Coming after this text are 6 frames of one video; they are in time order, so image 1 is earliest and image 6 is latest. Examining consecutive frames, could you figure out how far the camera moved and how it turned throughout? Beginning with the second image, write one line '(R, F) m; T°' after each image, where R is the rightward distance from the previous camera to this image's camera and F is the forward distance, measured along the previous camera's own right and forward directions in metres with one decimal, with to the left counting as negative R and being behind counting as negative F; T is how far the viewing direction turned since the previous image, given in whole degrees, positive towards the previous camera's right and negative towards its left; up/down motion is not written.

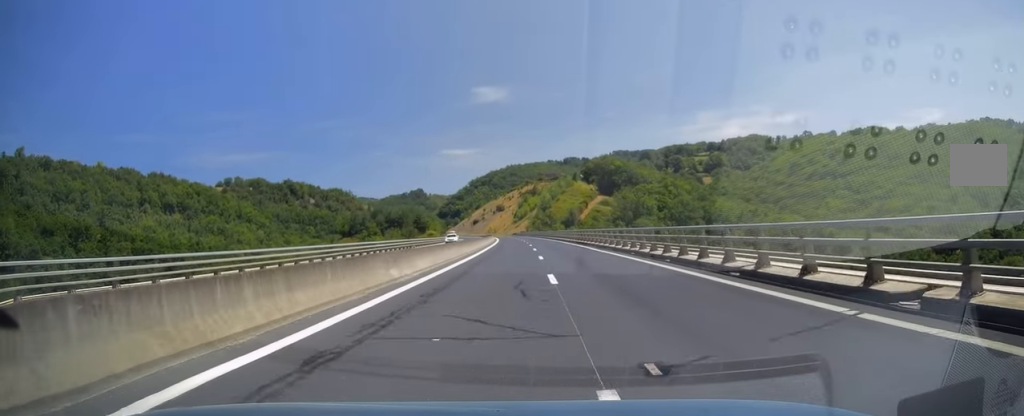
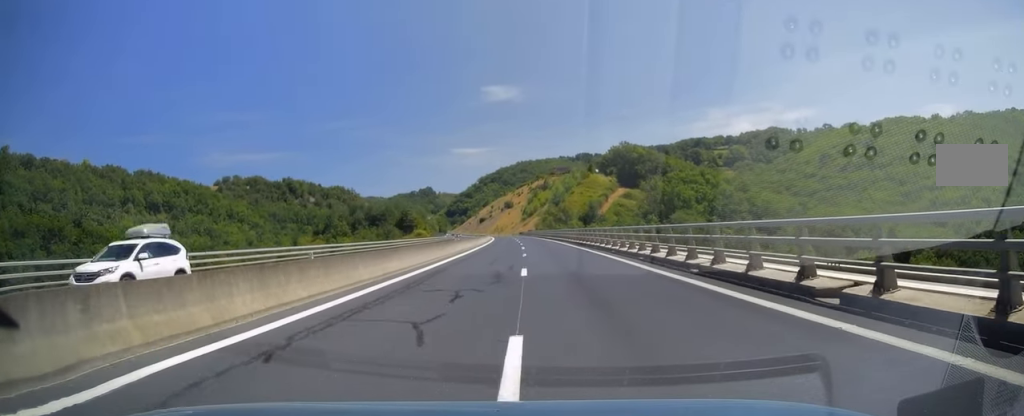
(-0.5, +36.5) m; -1°
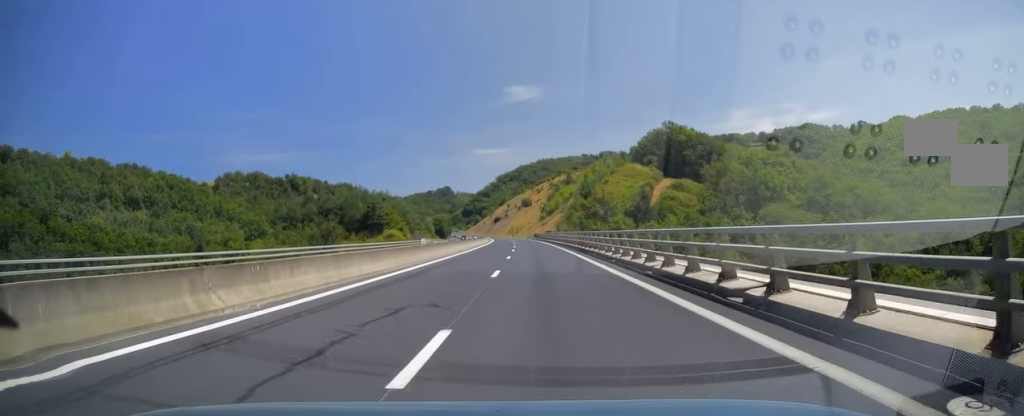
(0.0, +51.0) m; -1°
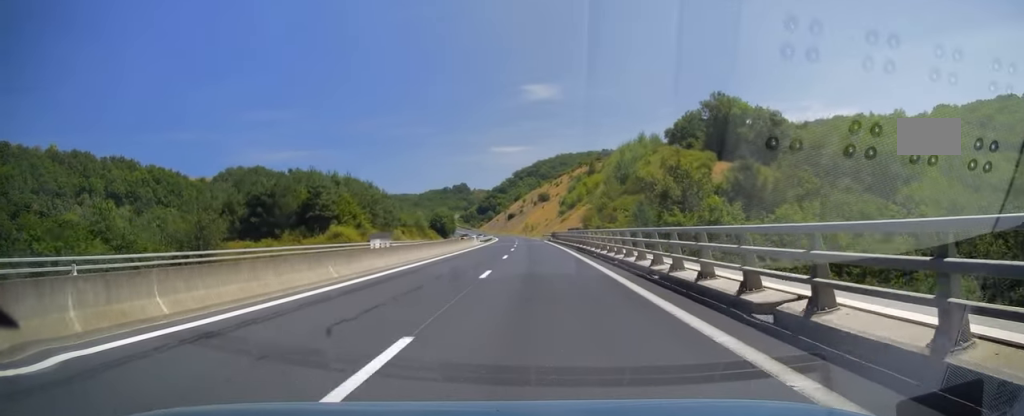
(-0.9, +39.7) m; -3°
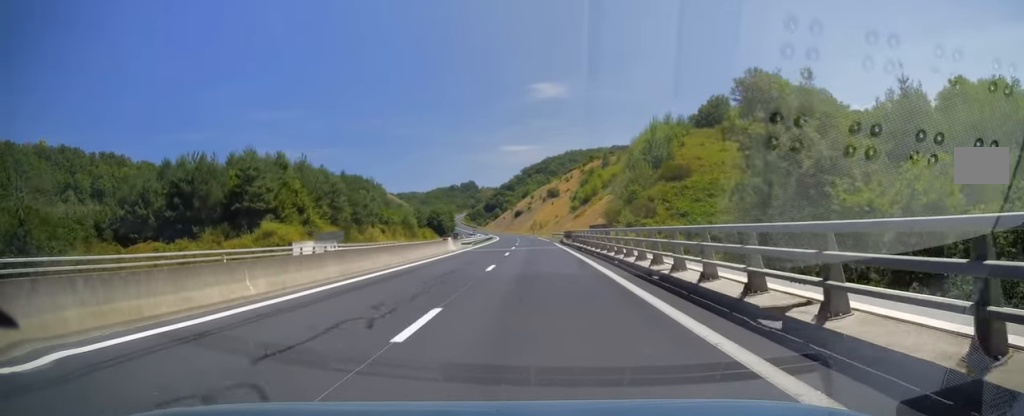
(-0.3, +23.1) m; -1°
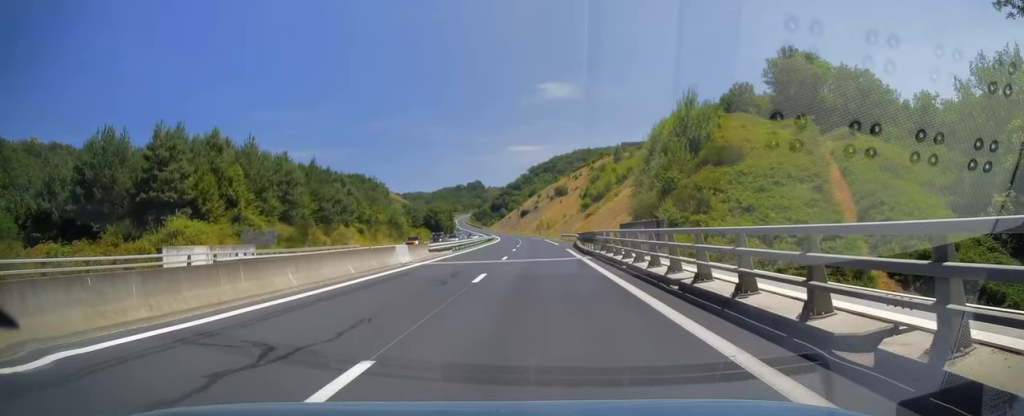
(-0.1, +17.2) m; 0°
